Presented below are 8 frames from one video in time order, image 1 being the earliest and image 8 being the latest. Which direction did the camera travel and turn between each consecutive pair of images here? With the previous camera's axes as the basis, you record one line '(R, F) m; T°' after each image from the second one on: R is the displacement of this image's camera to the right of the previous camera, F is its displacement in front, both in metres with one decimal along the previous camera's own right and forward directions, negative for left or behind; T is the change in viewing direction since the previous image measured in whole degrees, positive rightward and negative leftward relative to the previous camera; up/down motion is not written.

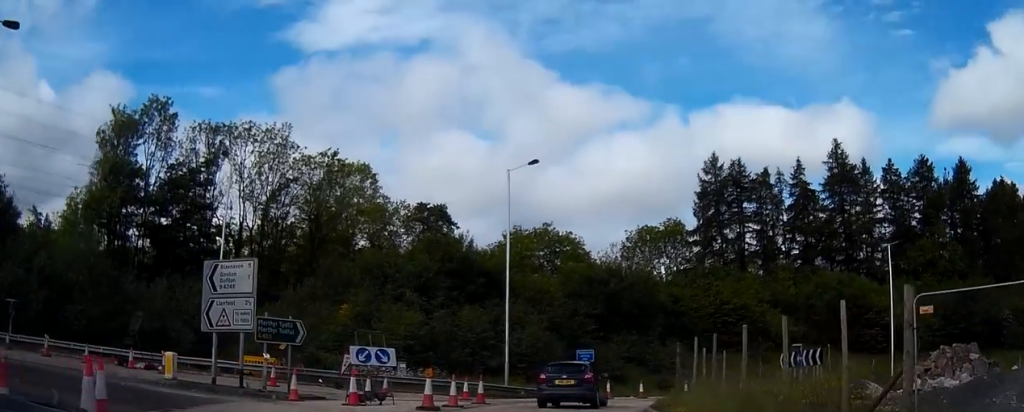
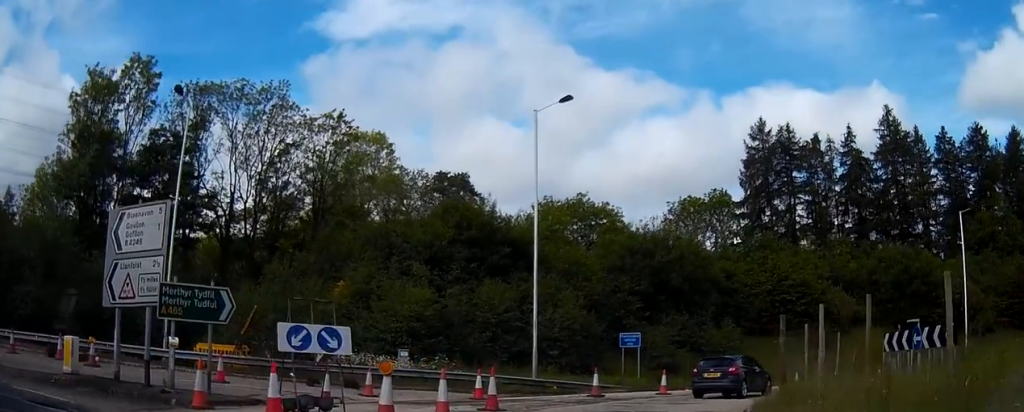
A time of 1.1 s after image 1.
(0.0, +7.1) m; +1°
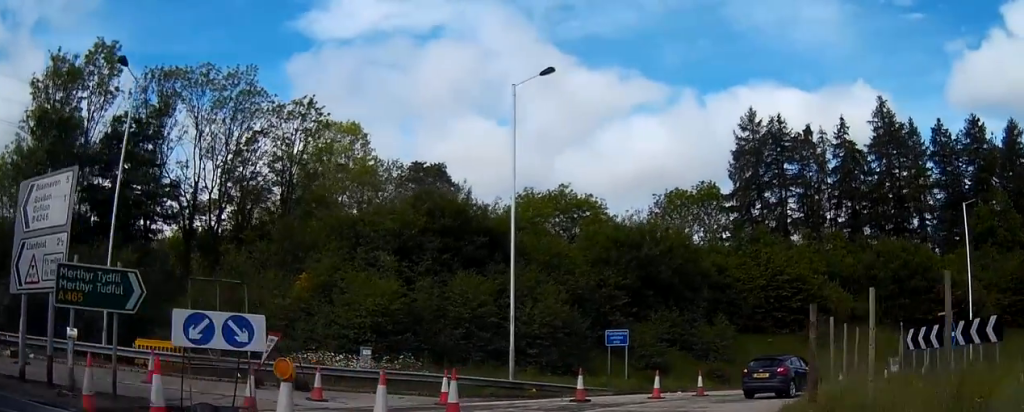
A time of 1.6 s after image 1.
(-0.1, +2.9) m; +1°
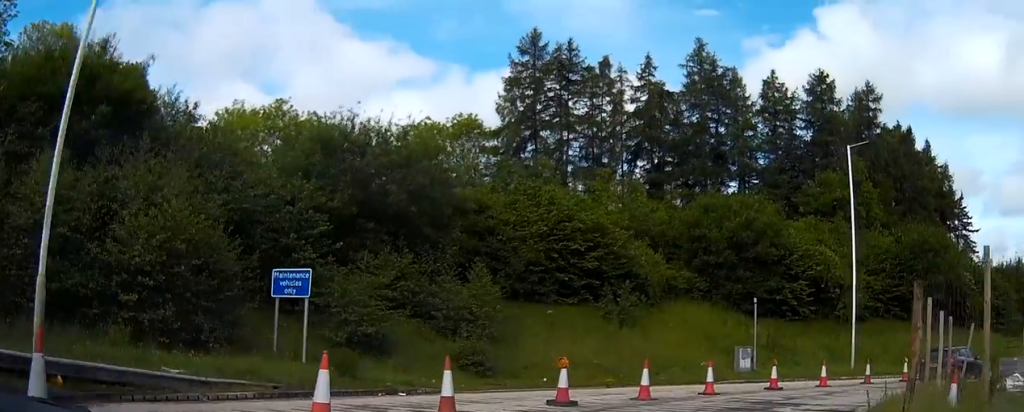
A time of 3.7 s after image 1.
(+2.0, +16.0) m; +19°
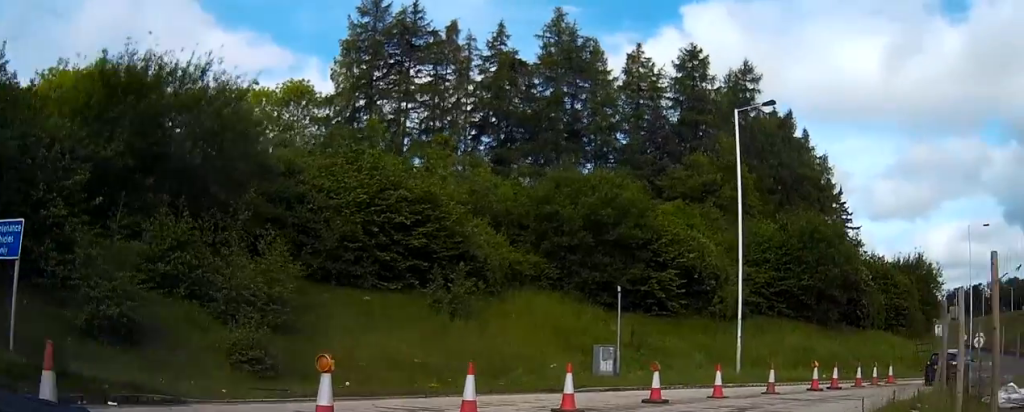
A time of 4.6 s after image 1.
(+0.6, +6.1) m; +11°
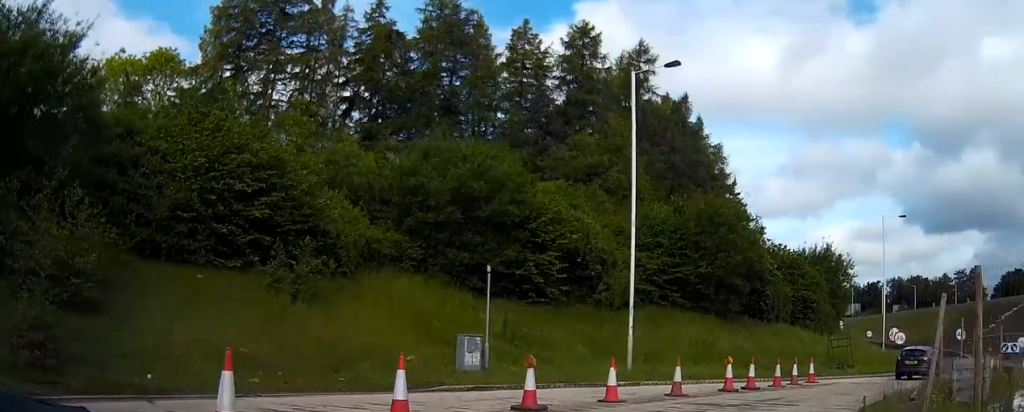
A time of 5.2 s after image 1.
(+0.4, +4.4) m; +8°
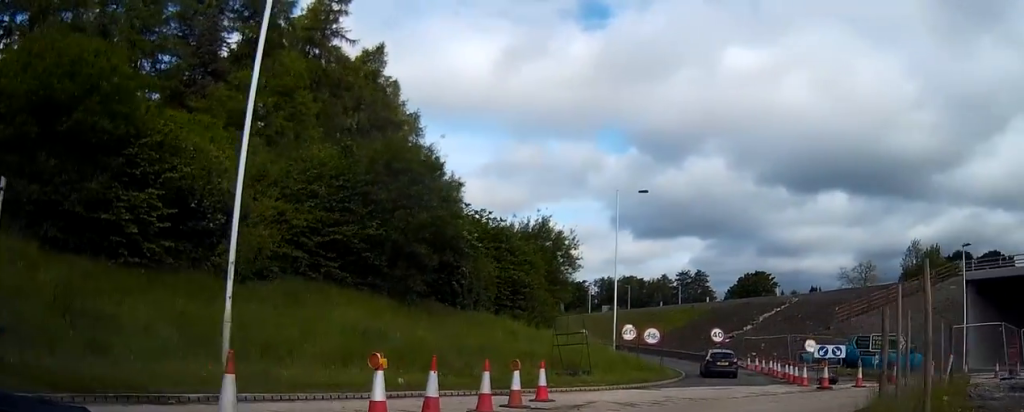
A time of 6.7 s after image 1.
(+2.1, +11.7) m; +21°
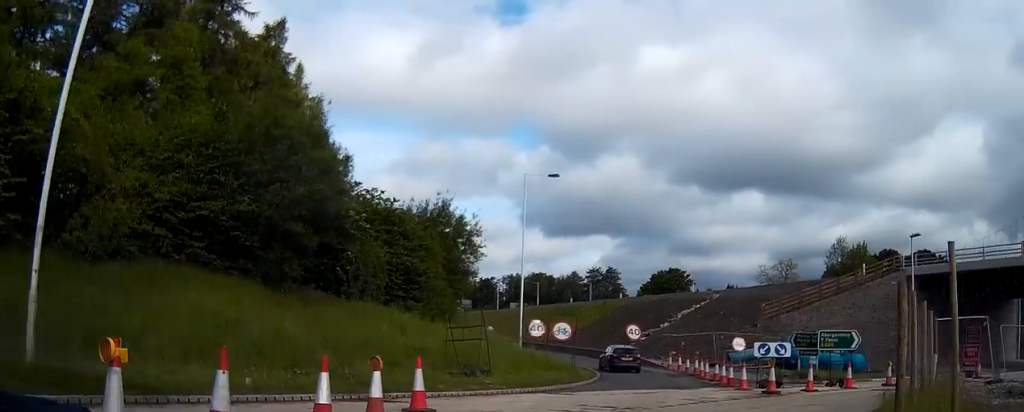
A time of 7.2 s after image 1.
(+0.4, +4.3) m; +6°
